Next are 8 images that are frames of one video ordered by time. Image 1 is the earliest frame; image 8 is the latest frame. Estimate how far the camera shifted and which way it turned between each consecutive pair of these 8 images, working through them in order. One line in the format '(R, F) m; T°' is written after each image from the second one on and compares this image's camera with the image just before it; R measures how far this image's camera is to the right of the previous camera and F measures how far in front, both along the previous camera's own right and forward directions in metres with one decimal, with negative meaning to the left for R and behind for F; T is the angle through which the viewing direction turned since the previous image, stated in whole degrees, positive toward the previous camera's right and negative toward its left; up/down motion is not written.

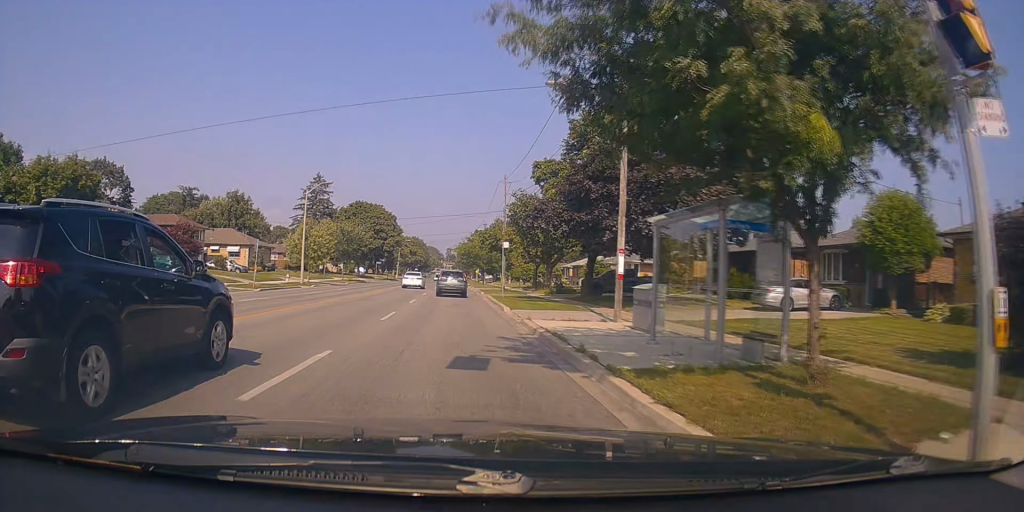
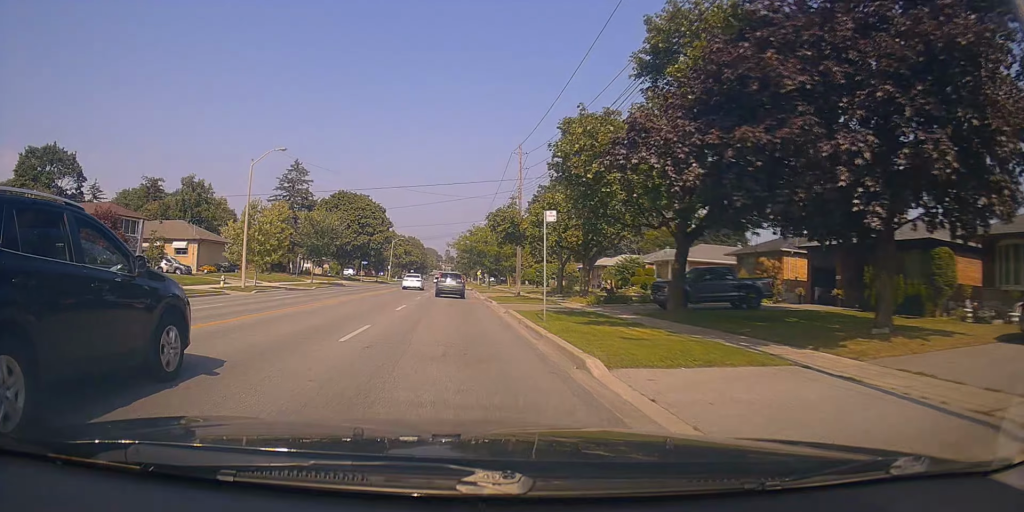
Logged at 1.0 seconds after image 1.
(0.0, +14.7) m; +1°
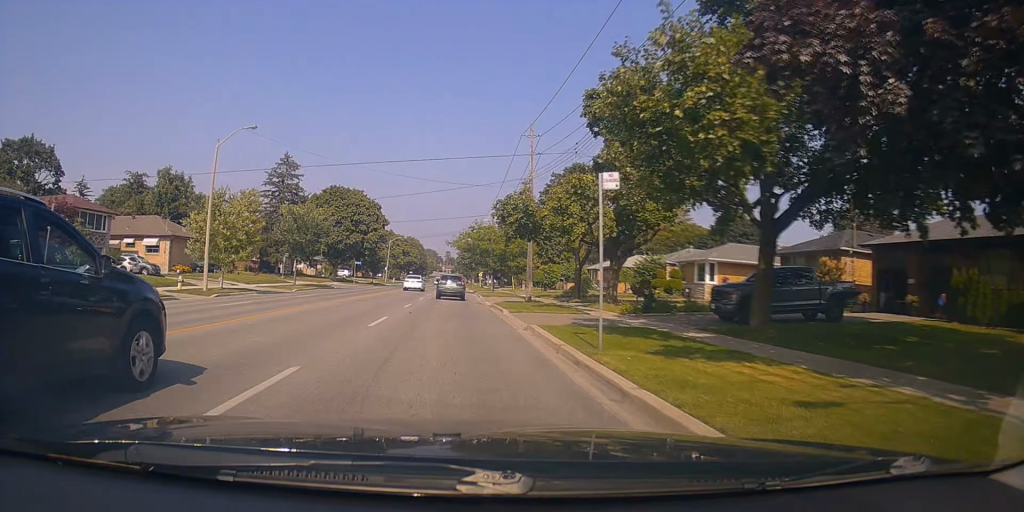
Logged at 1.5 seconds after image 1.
(+0.1, +6.2) m; 0°
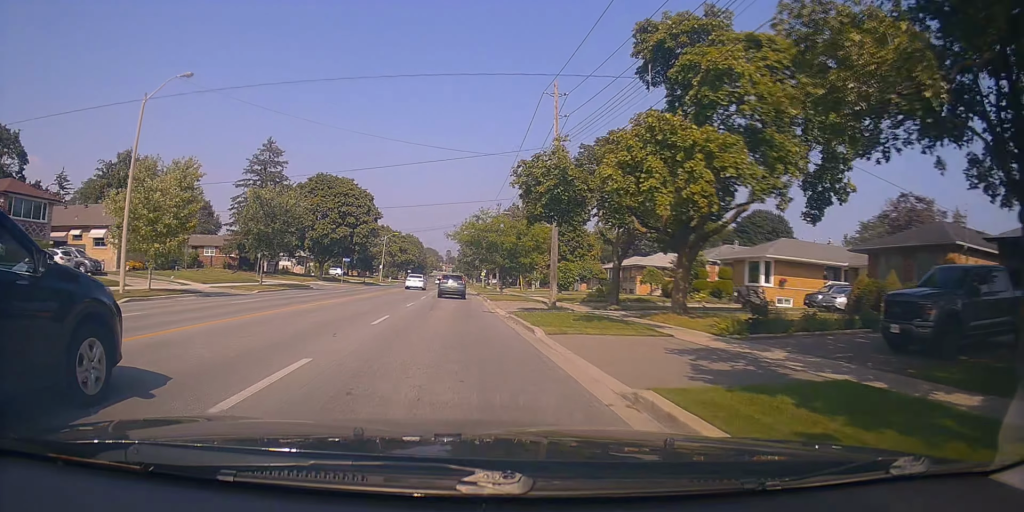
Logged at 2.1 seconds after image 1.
(+0.2, +9.1) m; -1°
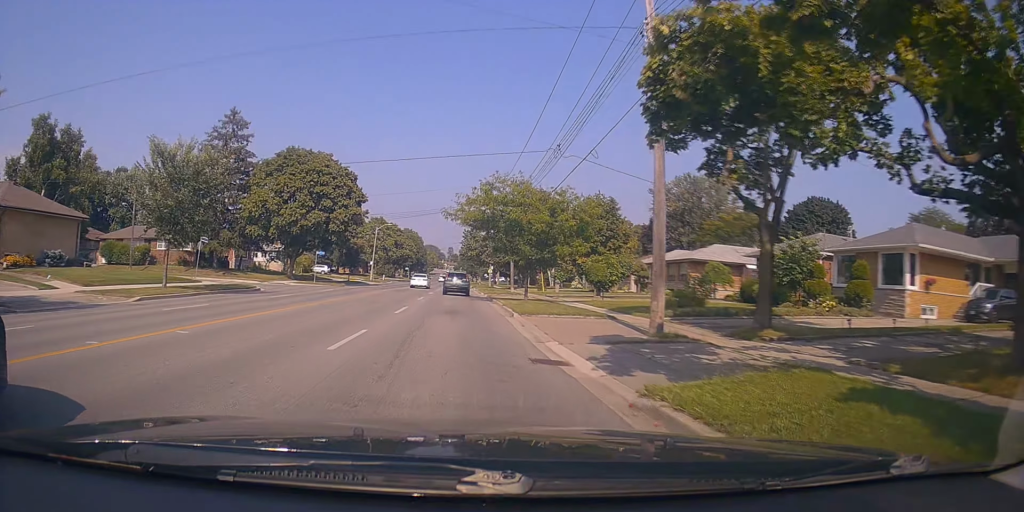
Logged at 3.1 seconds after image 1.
(-0.5, +14.8) m; -1°
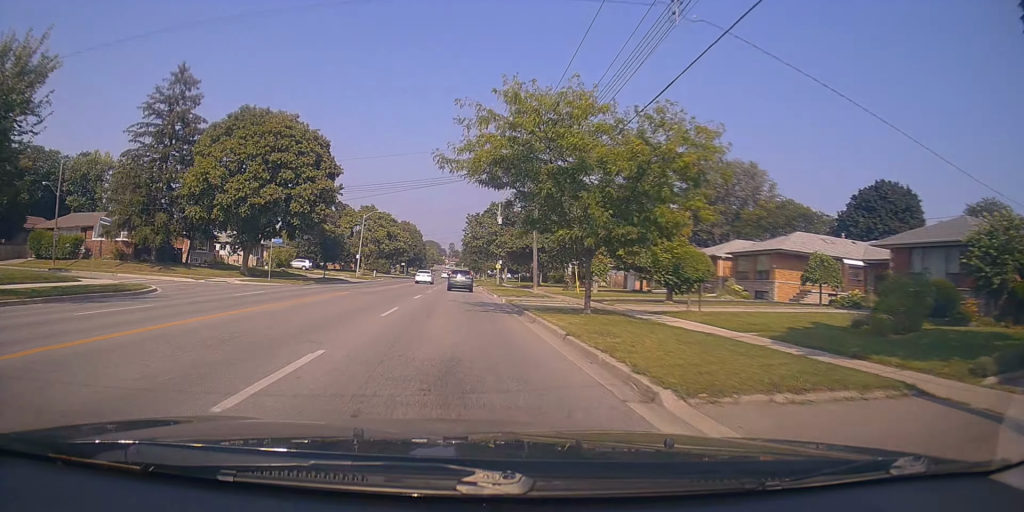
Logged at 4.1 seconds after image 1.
(+0.3, +14.2) m; +1°
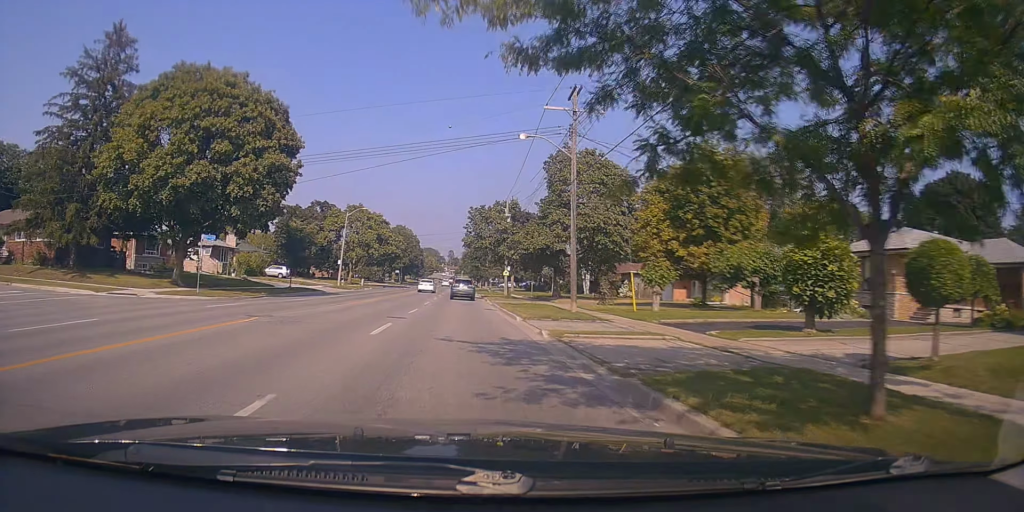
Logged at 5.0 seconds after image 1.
(0.0, +12.2) m; +1°
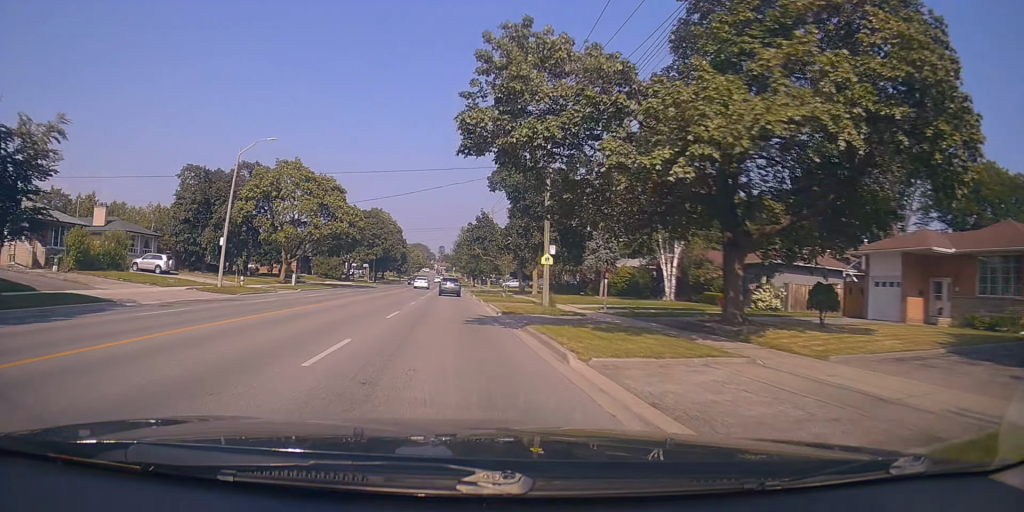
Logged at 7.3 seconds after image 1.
(0.0, +32.9) m; 0°
